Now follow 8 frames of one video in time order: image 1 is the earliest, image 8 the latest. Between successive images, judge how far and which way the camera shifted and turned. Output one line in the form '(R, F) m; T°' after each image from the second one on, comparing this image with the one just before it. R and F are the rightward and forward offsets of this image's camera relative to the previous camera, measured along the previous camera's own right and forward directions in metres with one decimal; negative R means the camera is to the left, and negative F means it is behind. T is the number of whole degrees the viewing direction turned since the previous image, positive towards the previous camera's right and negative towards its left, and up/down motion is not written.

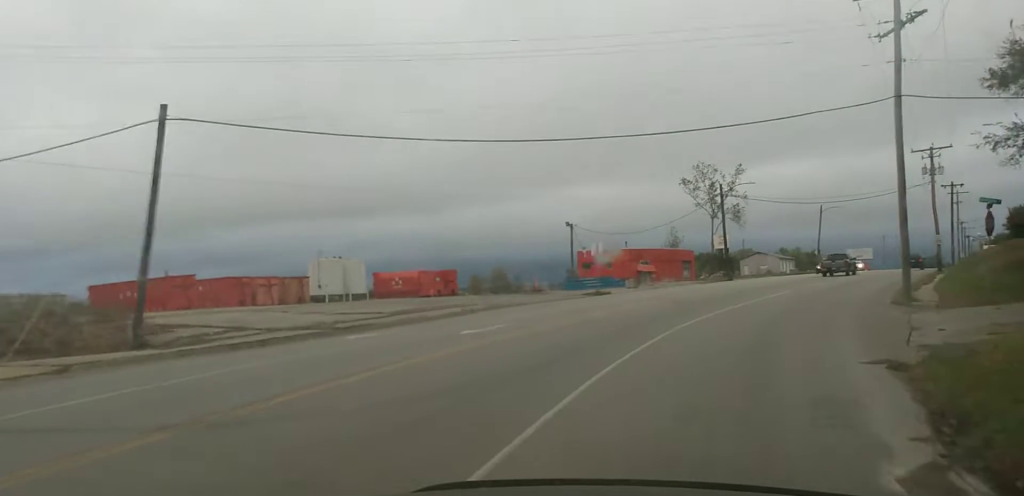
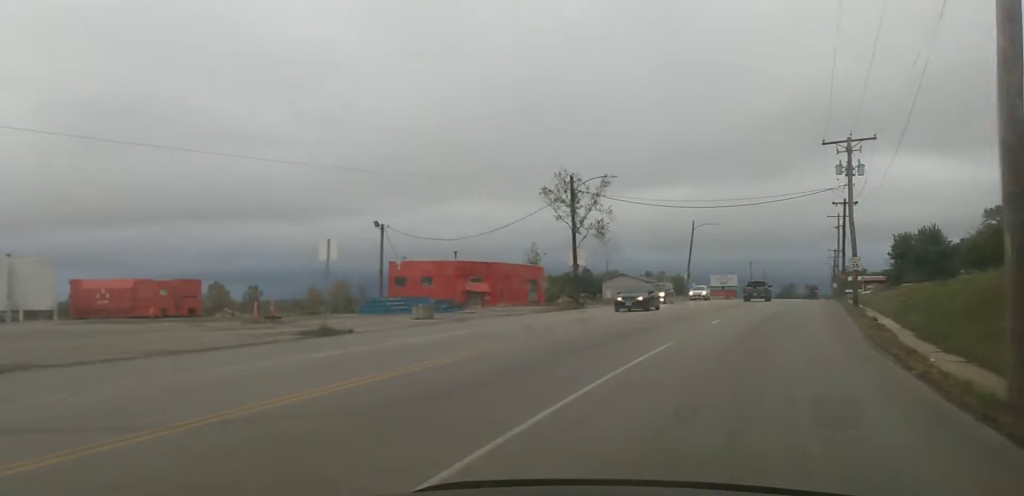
(+1.1, +21.4) m; +9°
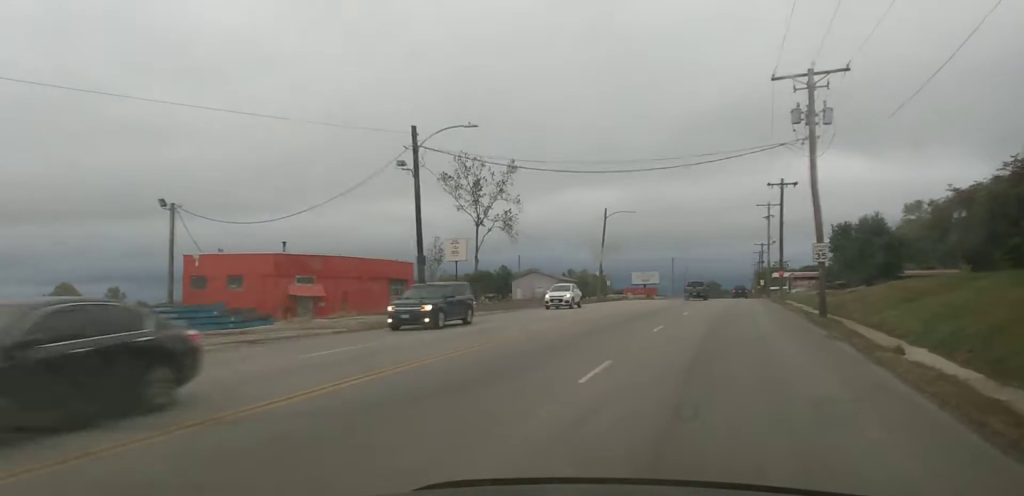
(+2.0, +16.6) m; +9°
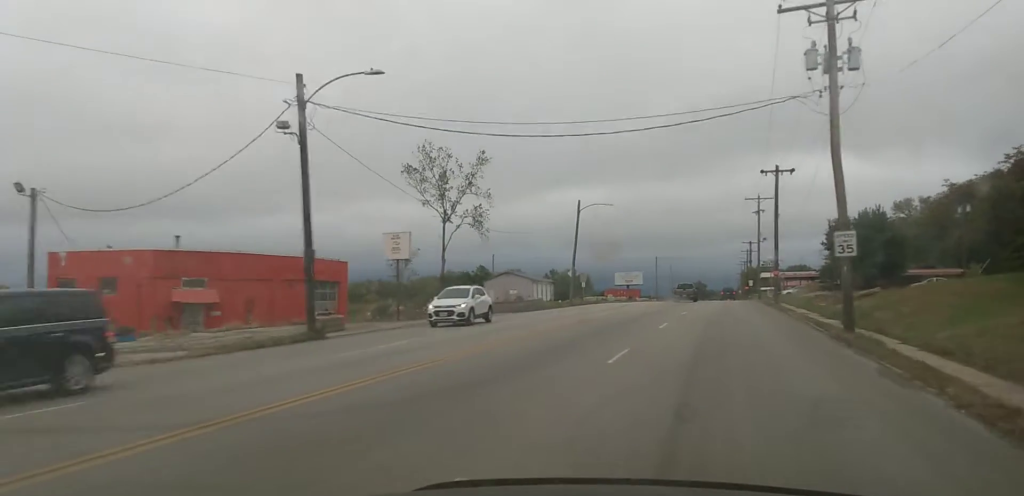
(0.0, +8.6) m; -1°
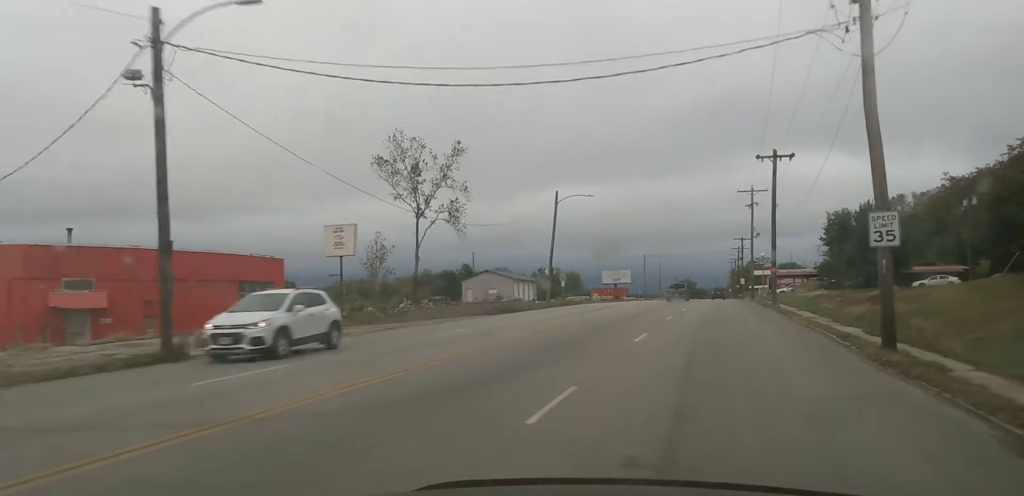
(0.0, +6.1) m; -1°
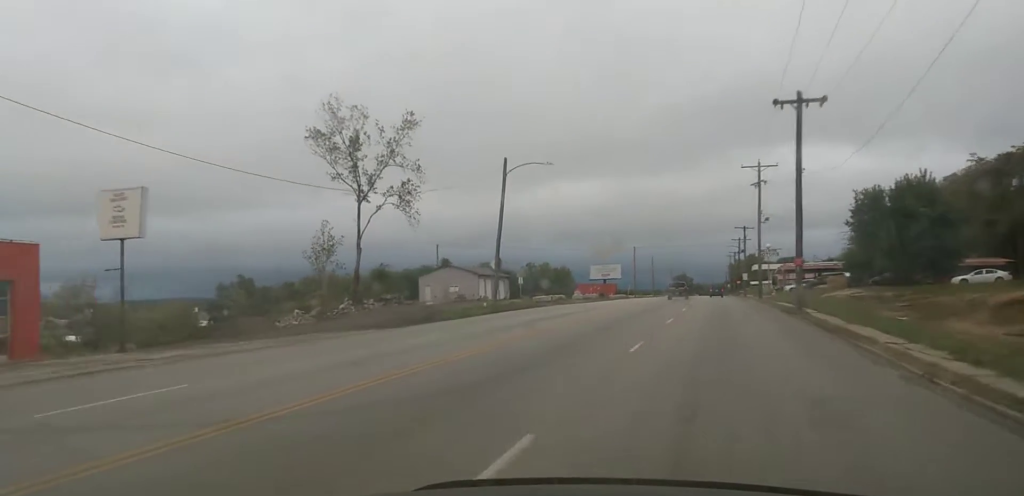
(-0.3, +15.9) m; 0°
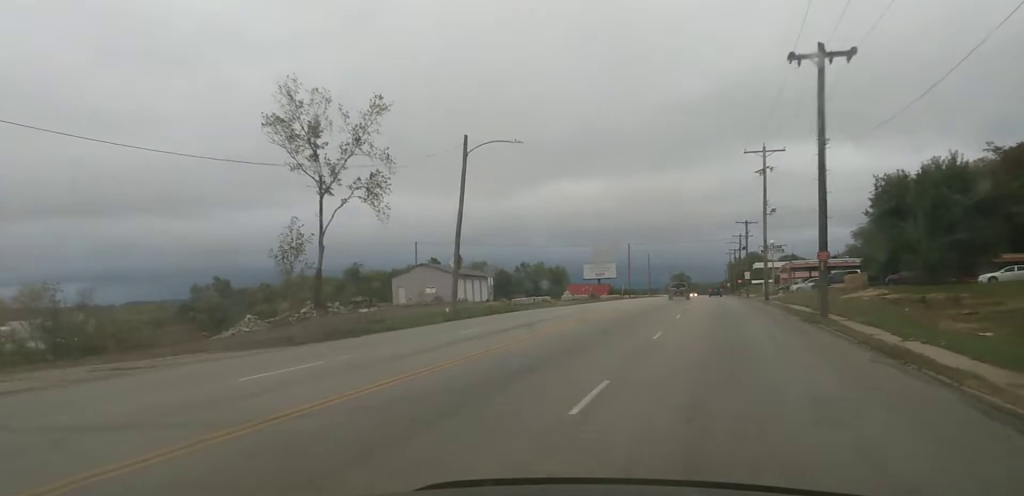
(+0.1, +8.1) m; +1°
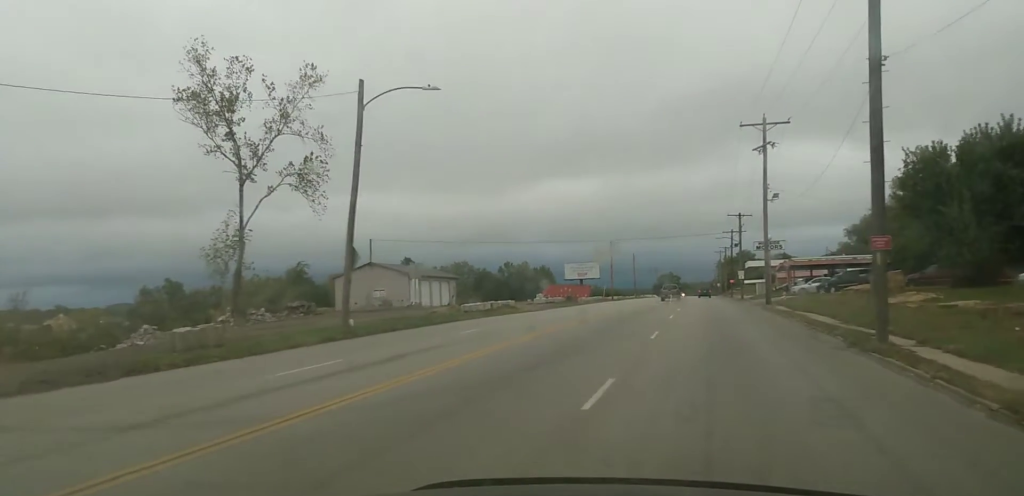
(+0.2, +11.5) m; +1°
